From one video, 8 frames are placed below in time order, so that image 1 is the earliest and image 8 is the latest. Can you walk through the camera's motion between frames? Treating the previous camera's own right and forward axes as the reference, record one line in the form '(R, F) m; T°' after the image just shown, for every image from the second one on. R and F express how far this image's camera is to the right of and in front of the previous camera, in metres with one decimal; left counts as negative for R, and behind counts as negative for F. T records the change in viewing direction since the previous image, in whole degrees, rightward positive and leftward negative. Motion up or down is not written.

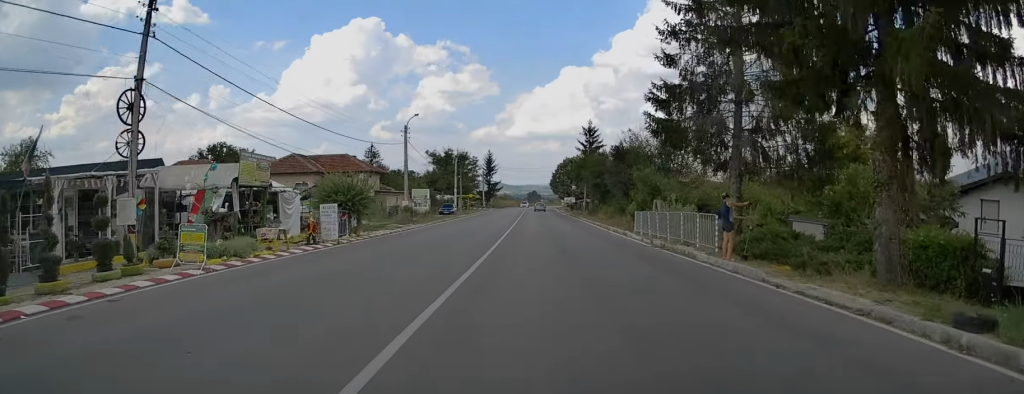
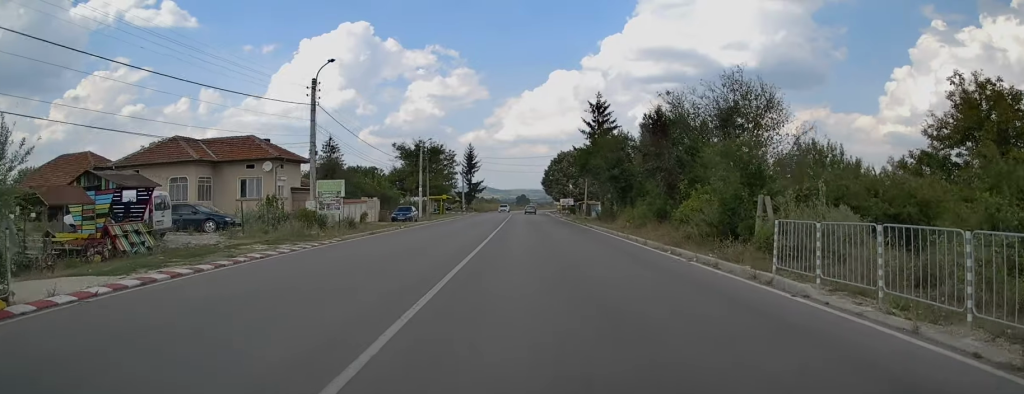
(-0.1, +20.0) m; -1°
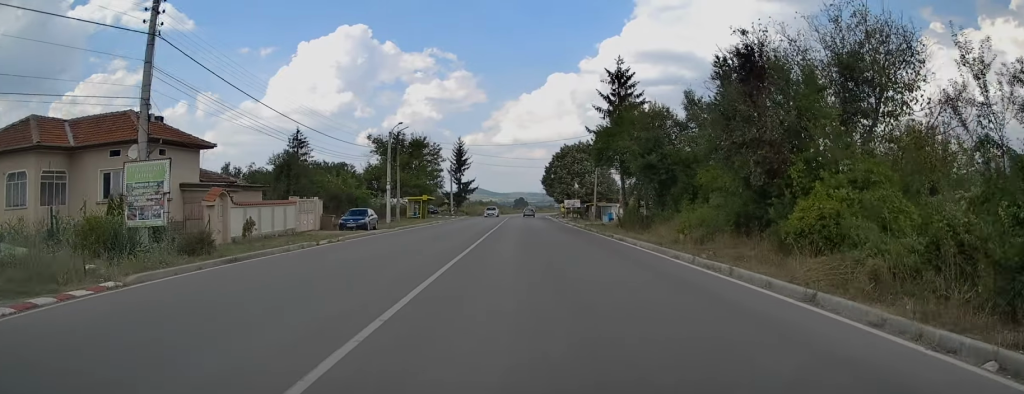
(-0.1, +14.2) m; +1°
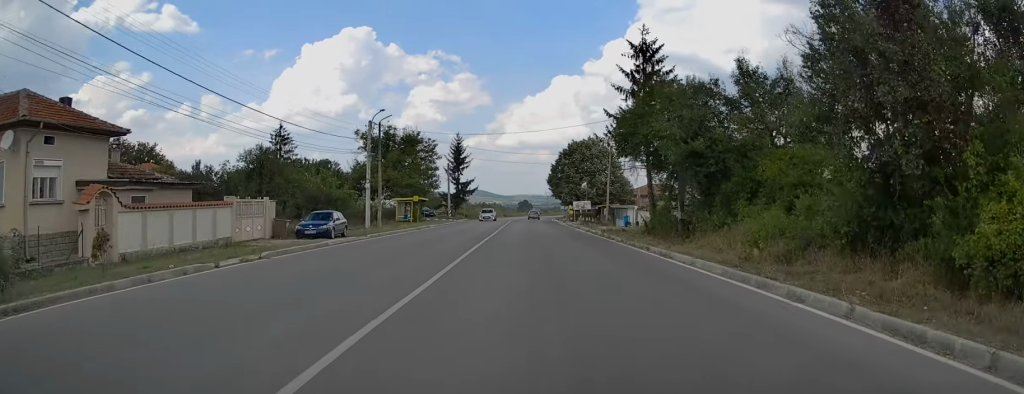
(0.0, +7.9) m; +1°
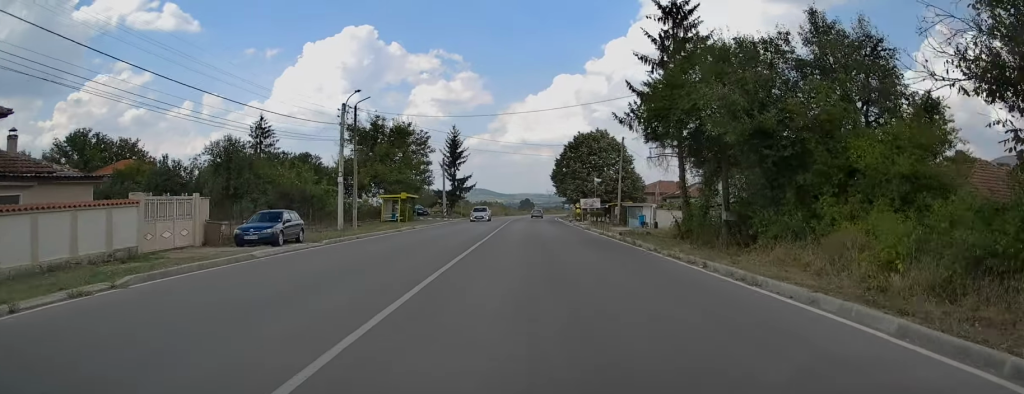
(+0.2, +6.9) m; 0°
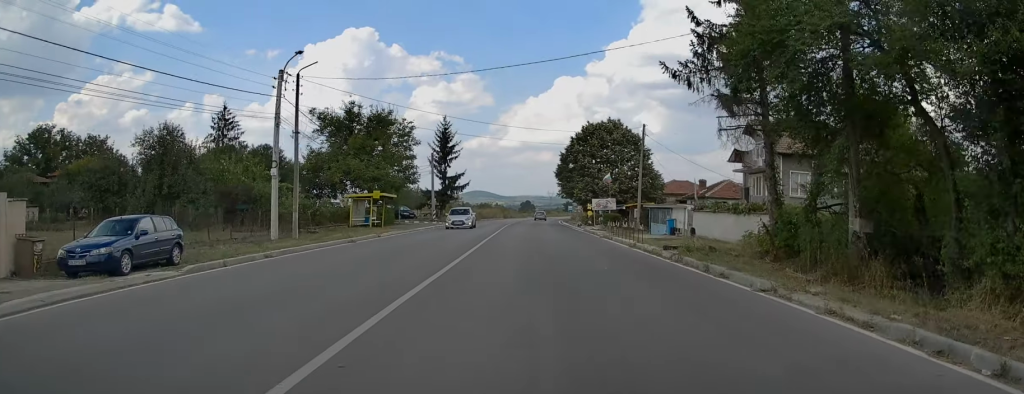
(+0.1, +10.0) m; 0°
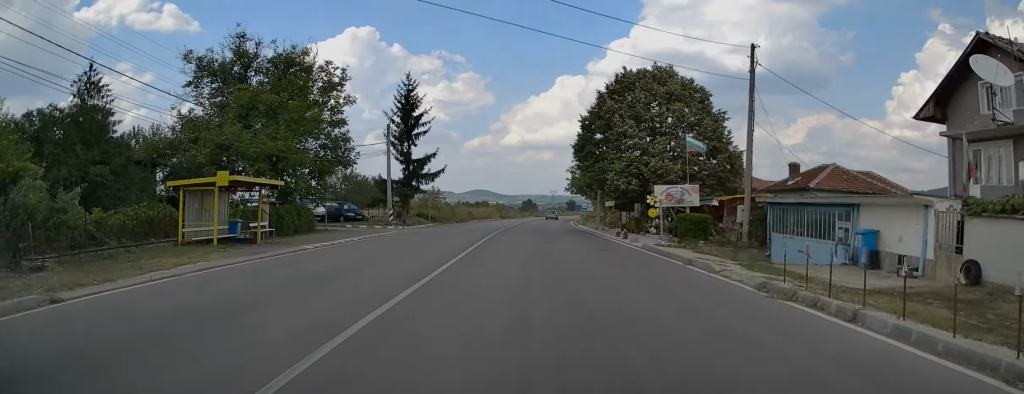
(-0.2, +23.1) m; 0°
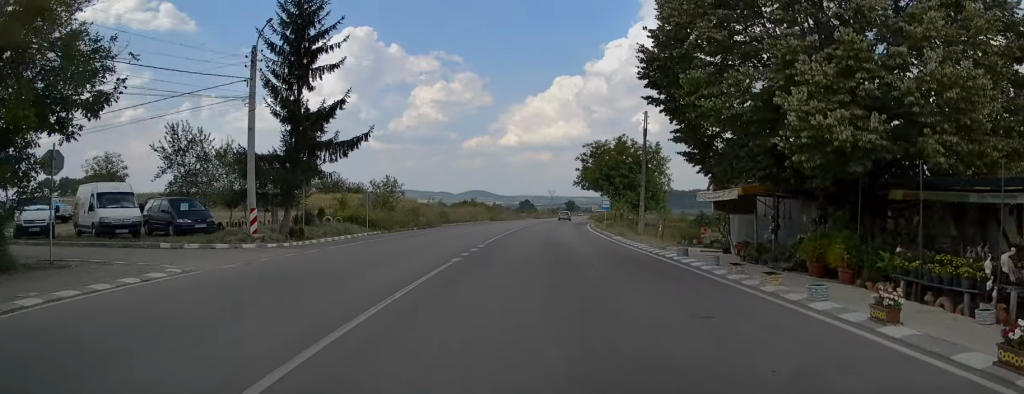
(-0.1, +24.3) m; 0°
